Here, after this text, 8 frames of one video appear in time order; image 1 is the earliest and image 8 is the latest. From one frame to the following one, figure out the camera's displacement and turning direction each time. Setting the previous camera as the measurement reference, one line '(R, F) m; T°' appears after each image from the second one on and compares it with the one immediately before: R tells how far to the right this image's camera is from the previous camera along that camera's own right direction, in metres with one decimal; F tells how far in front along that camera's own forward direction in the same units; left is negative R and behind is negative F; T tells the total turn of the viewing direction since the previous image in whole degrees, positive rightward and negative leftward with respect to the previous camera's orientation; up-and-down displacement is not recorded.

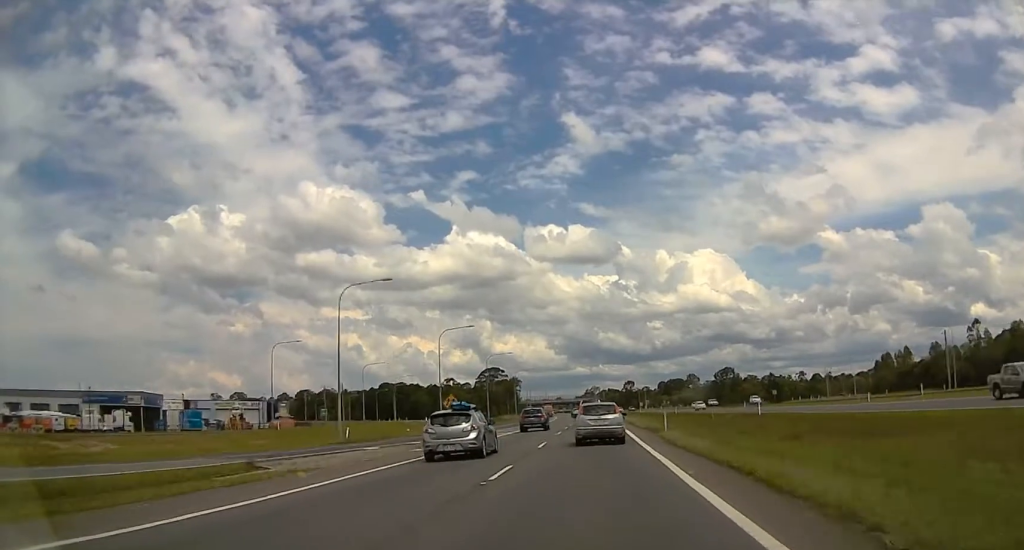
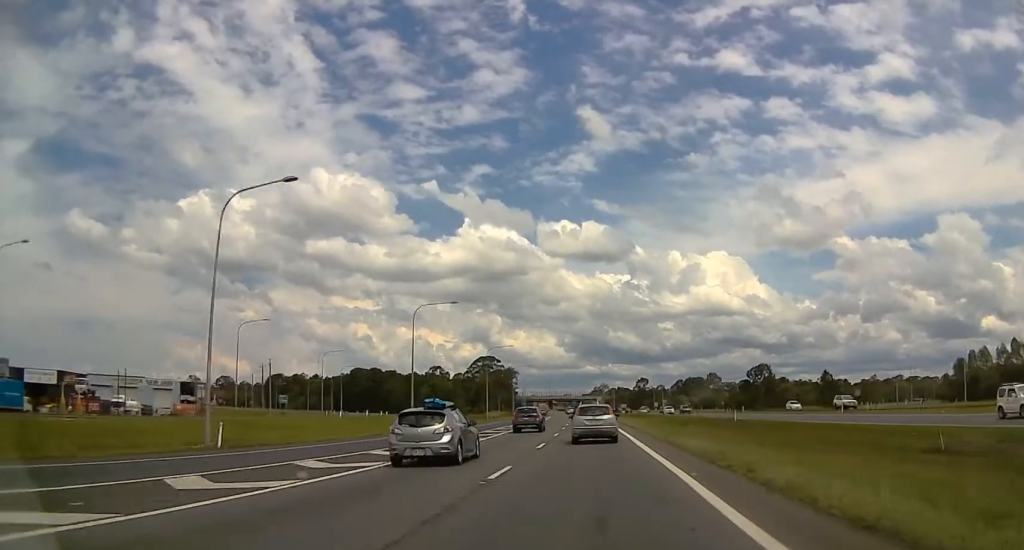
(-2.0, +48.3) m; -3°
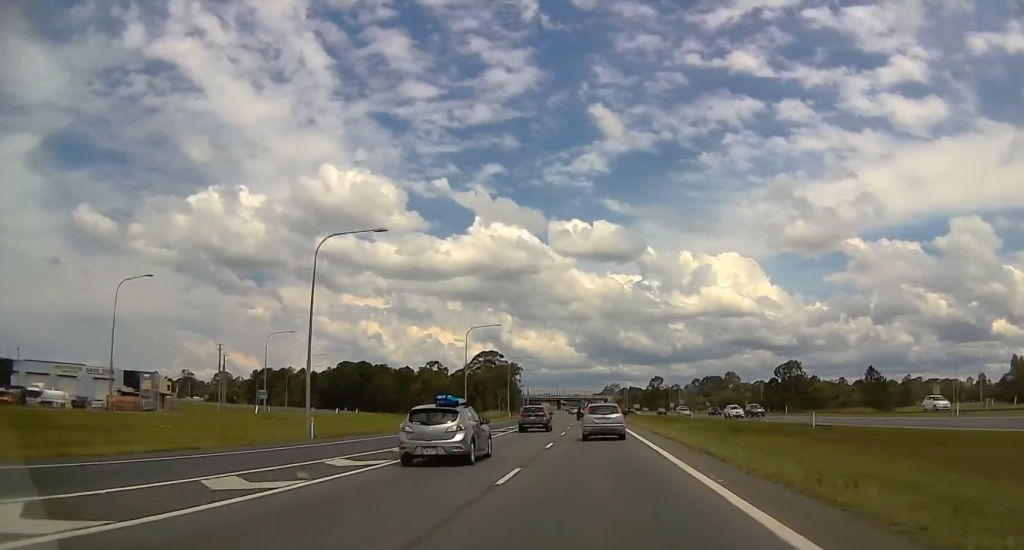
(+0.1, +25.4) m; 0°
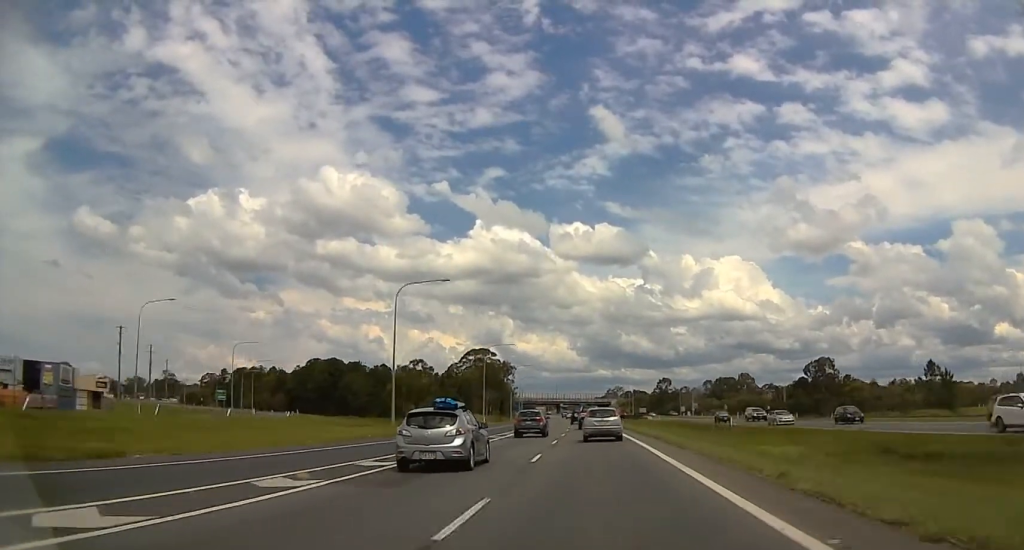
(0.0, +30.0) m; 0°
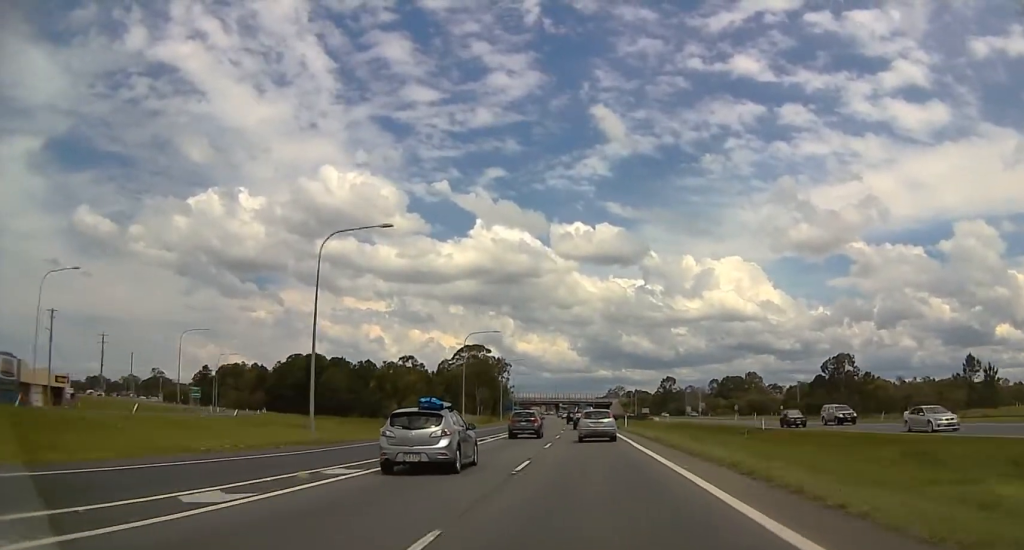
(0.0, +14.9) m; 0°
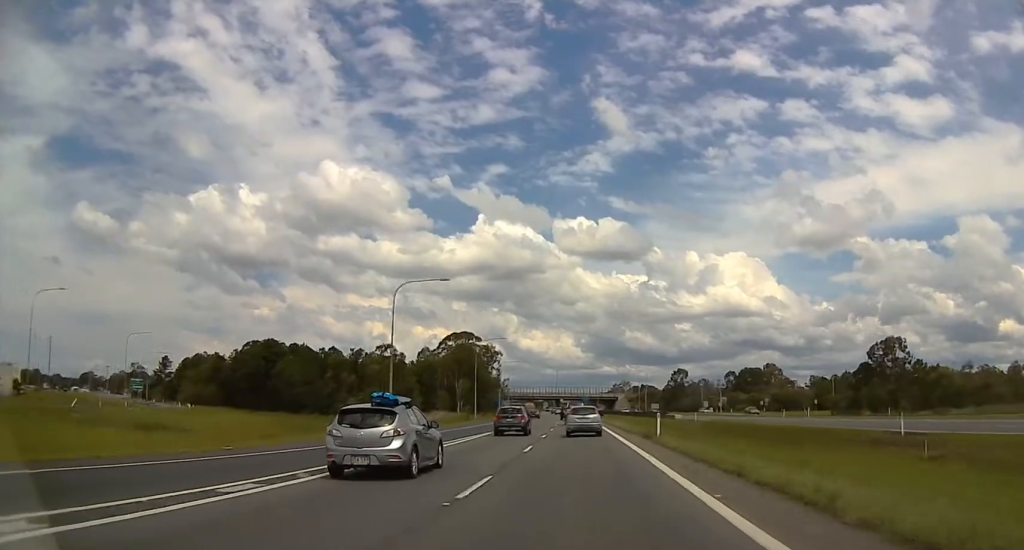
(0.0, +29.0) m; 0°
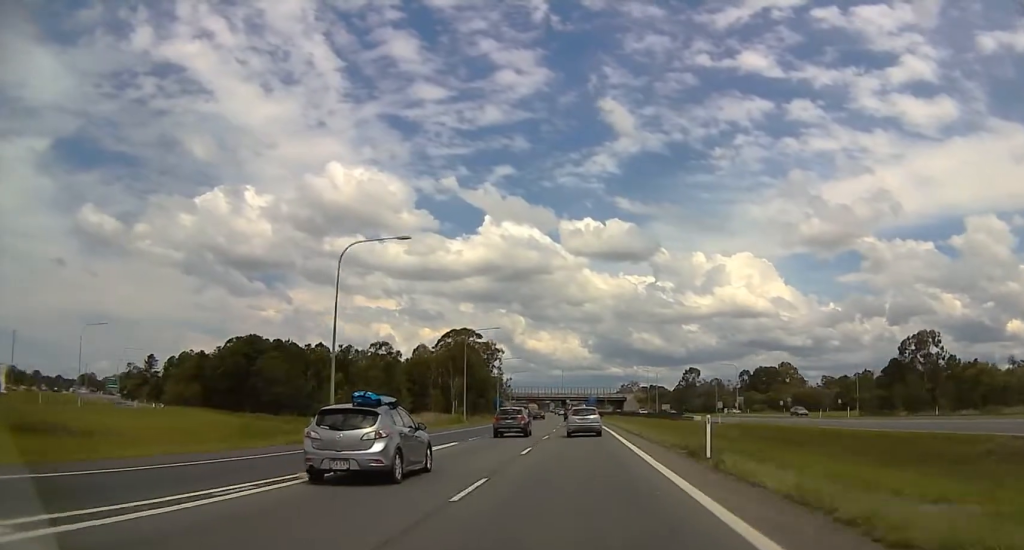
(0.0, +12.4) m; 0°
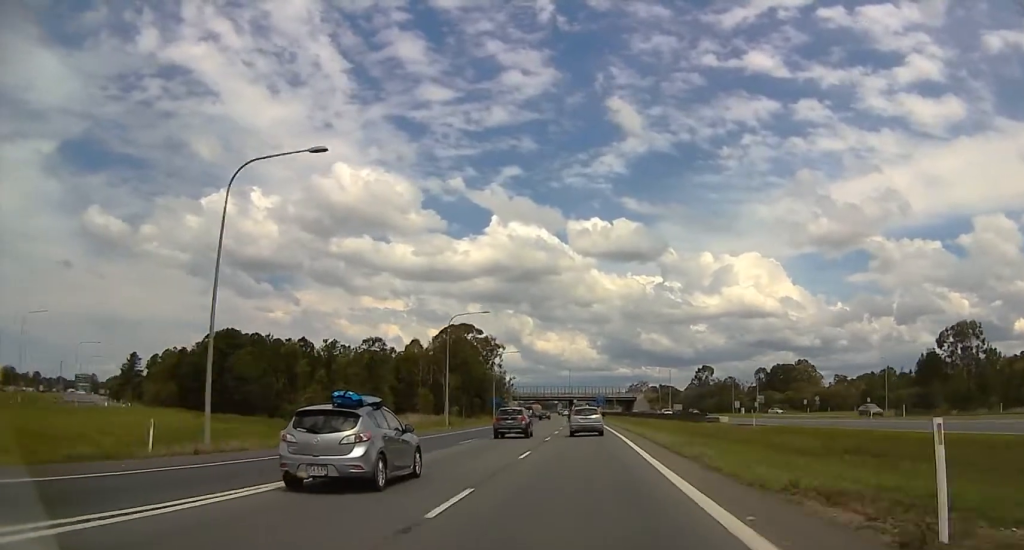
(0.0, +13.3) m; 0°
